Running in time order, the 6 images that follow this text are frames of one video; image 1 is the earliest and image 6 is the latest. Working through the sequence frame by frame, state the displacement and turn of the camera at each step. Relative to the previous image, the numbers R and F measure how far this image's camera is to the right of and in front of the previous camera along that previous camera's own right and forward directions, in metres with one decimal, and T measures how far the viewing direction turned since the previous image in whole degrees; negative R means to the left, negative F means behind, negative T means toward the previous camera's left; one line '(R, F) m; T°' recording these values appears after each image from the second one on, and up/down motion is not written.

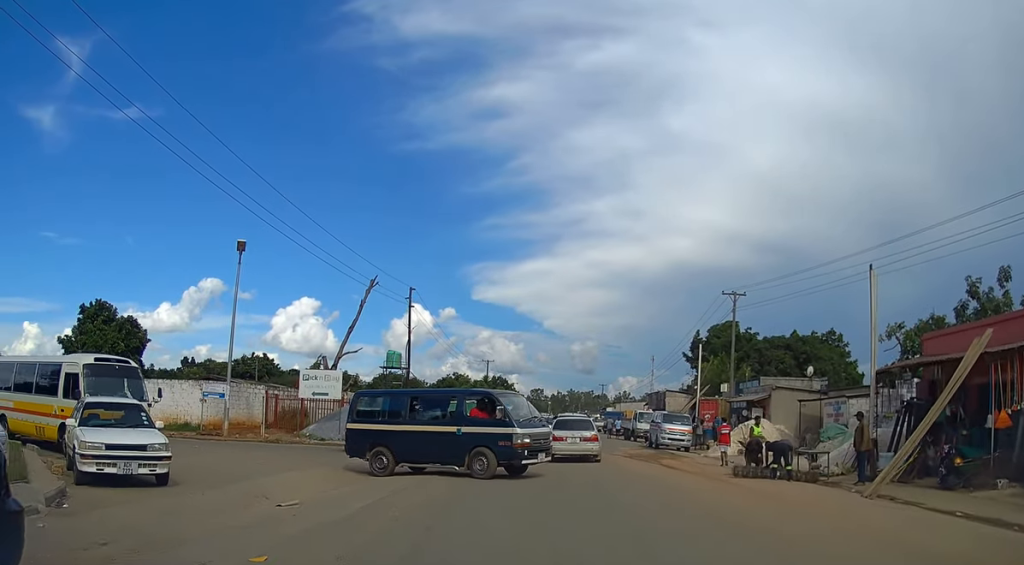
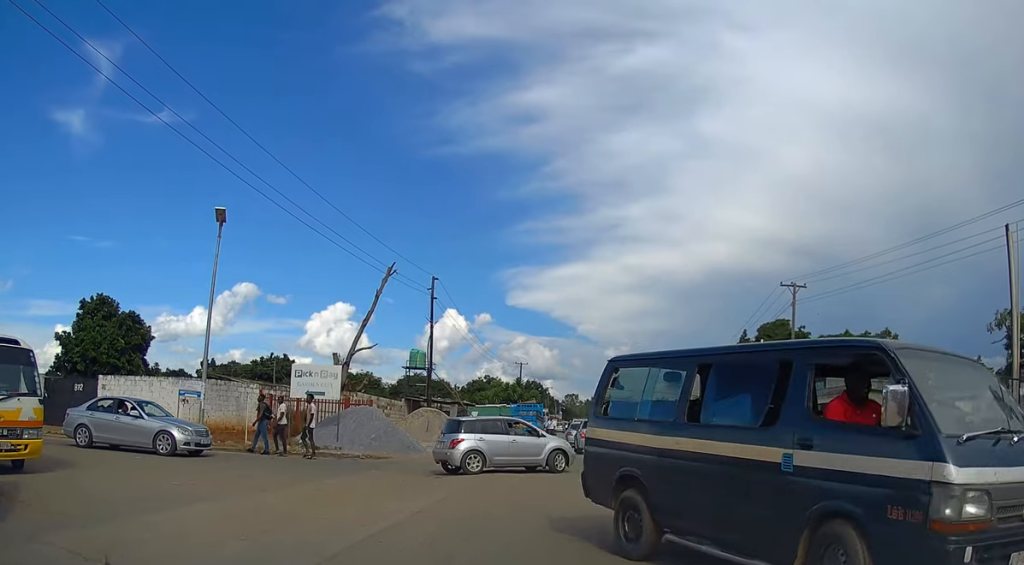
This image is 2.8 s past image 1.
(-0.3, +6.4) m; -4°
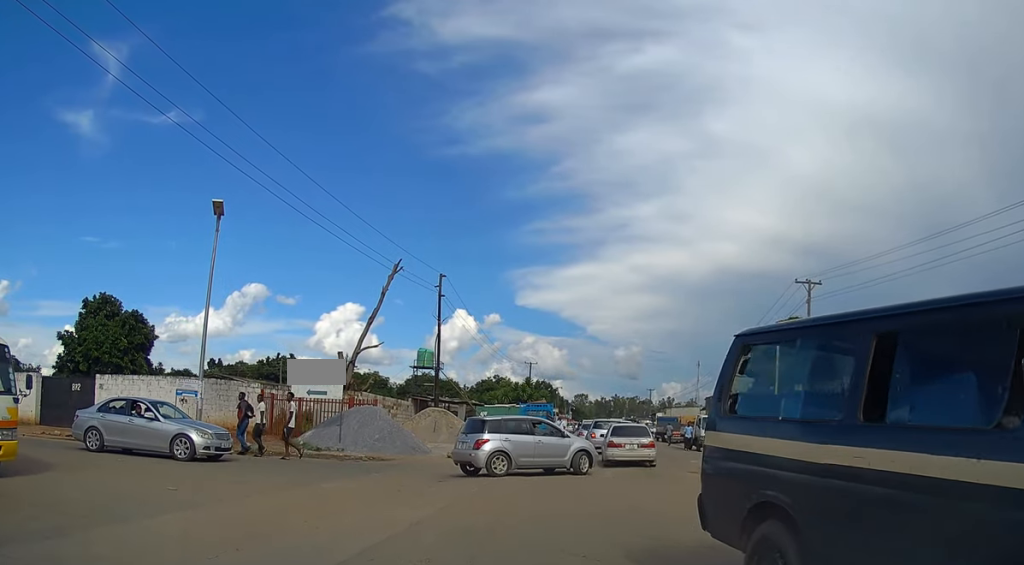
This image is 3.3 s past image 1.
(0.0, +0.8) m; +1°
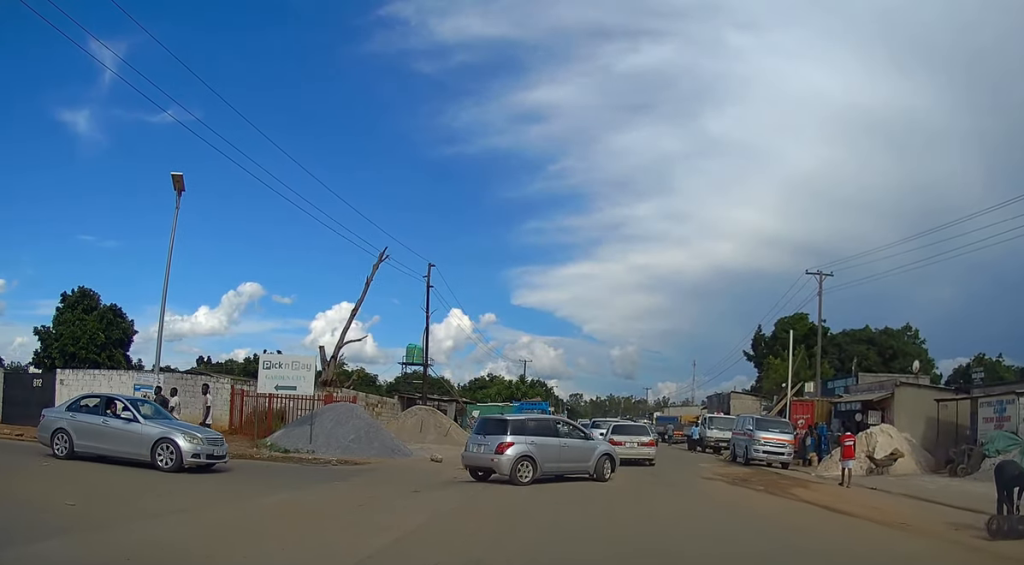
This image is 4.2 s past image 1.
(-0.1, +2.4) m; -2°
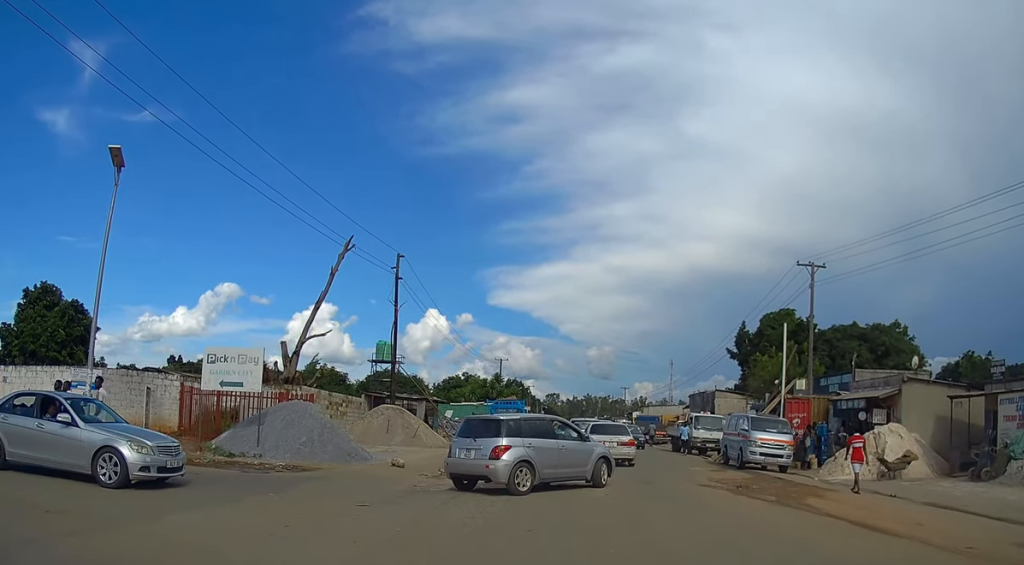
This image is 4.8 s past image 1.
(0.0, +2.3) m; +2°
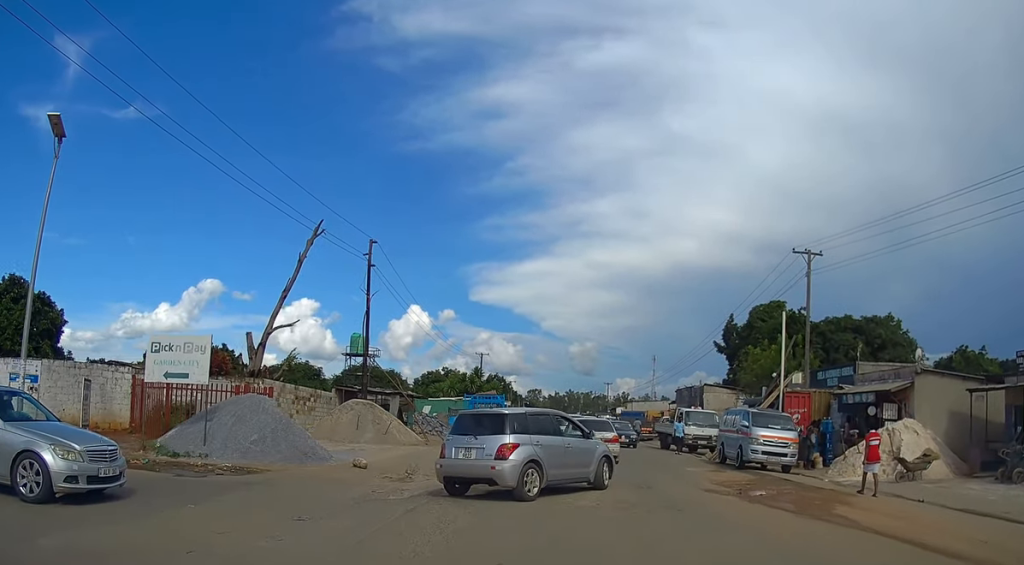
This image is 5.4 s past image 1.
(0.0, +2.1) m; +2°
